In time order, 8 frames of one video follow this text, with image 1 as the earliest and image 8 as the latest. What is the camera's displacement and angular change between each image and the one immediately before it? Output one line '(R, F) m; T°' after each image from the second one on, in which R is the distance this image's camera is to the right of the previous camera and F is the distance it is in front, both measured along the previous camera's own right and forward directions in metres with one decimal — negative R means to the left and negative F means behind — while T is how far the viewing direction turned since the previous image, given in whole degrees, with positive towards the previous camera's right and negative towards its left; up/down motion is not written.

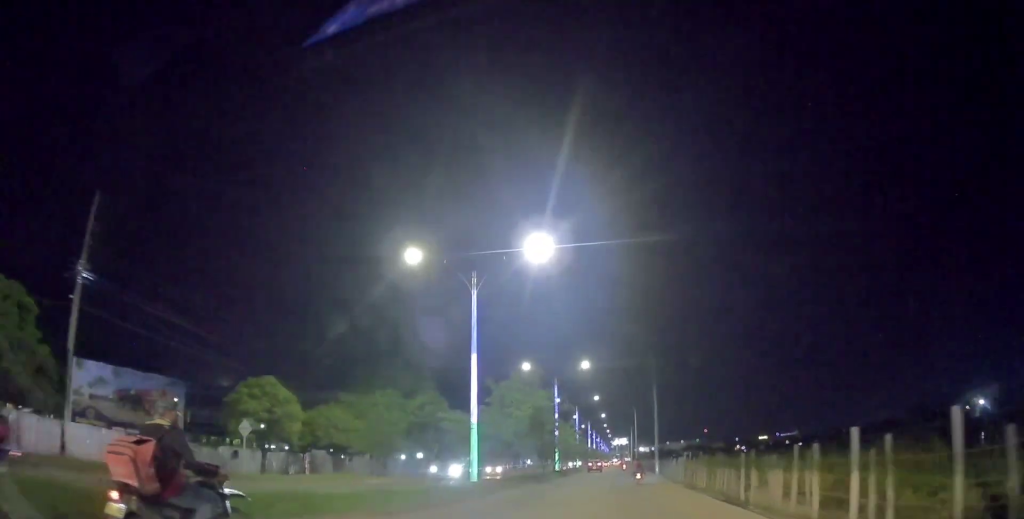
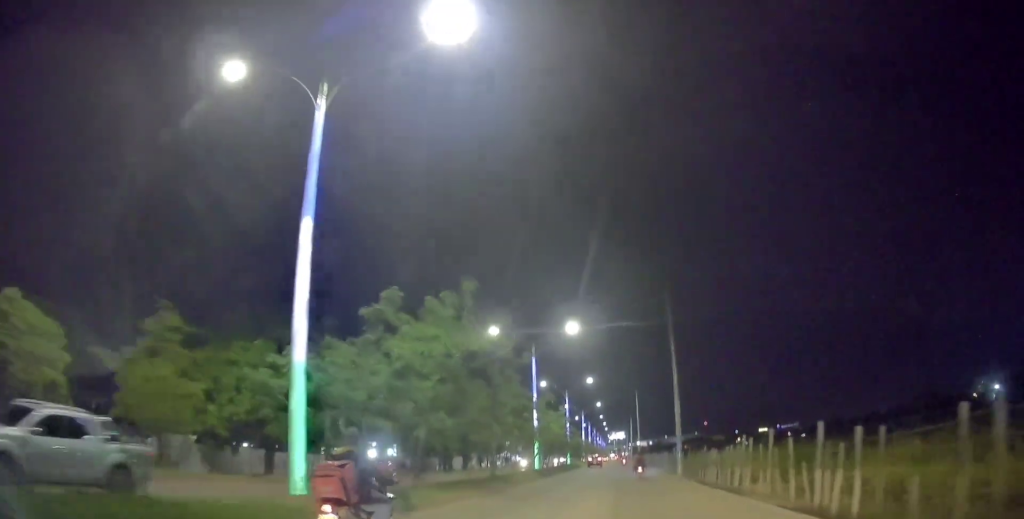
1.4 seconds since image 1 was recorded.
(+0.2, +15.6) m; -1°
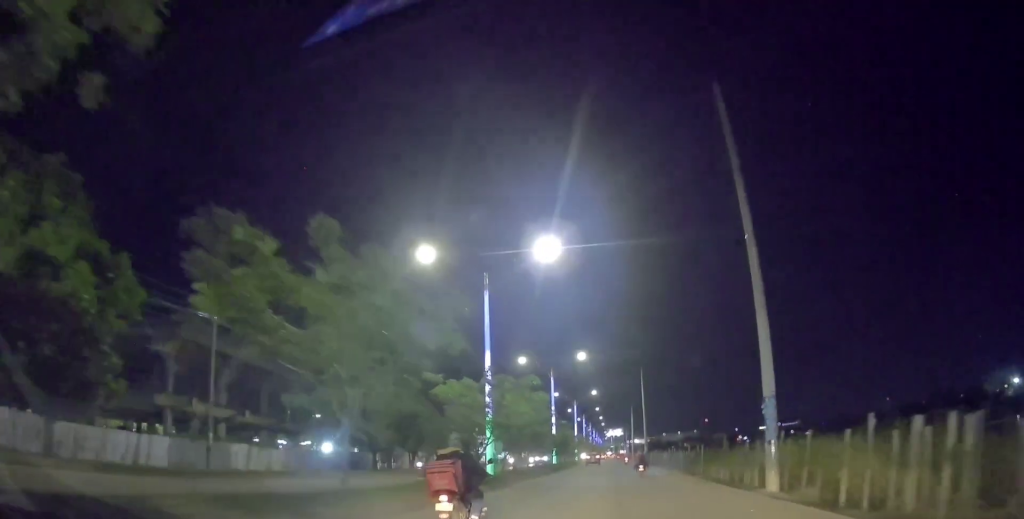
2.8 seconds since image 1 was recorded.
(-0.1, +17.3) m; 0°
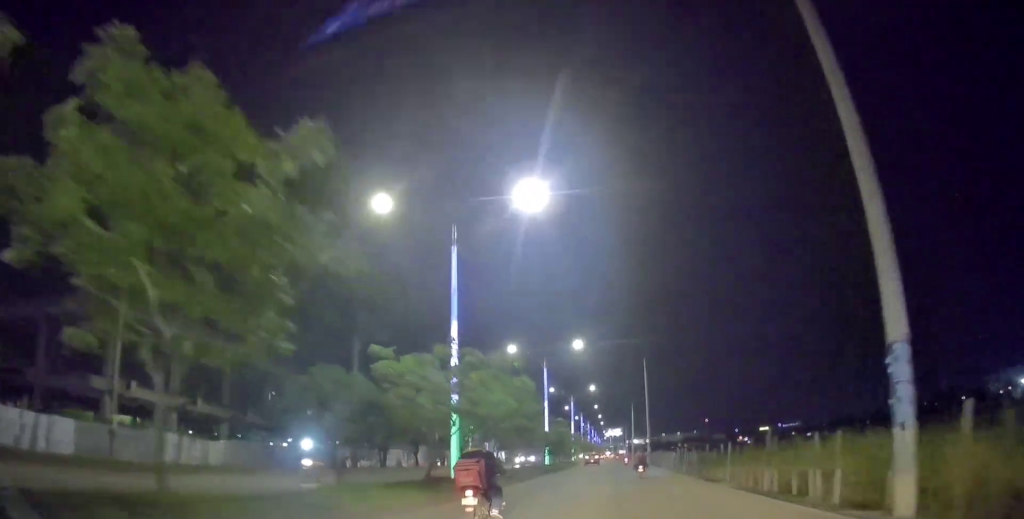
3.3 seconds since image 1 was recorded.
(+0.2, +6.3) m; 0°
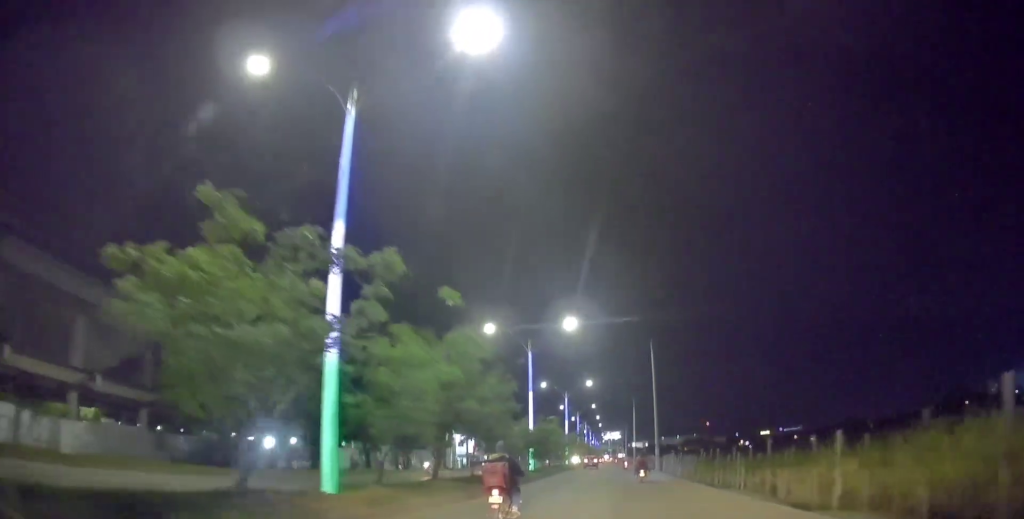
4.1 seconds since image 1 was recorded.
(-0.4, +10.2) m; -2°
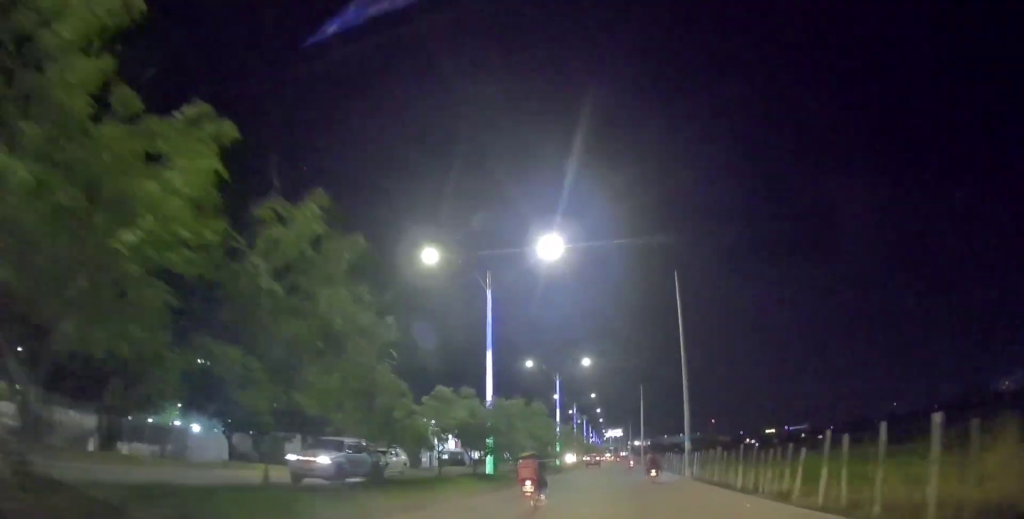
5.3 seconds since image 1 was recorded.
(+0.1, +16.1) m; +2°
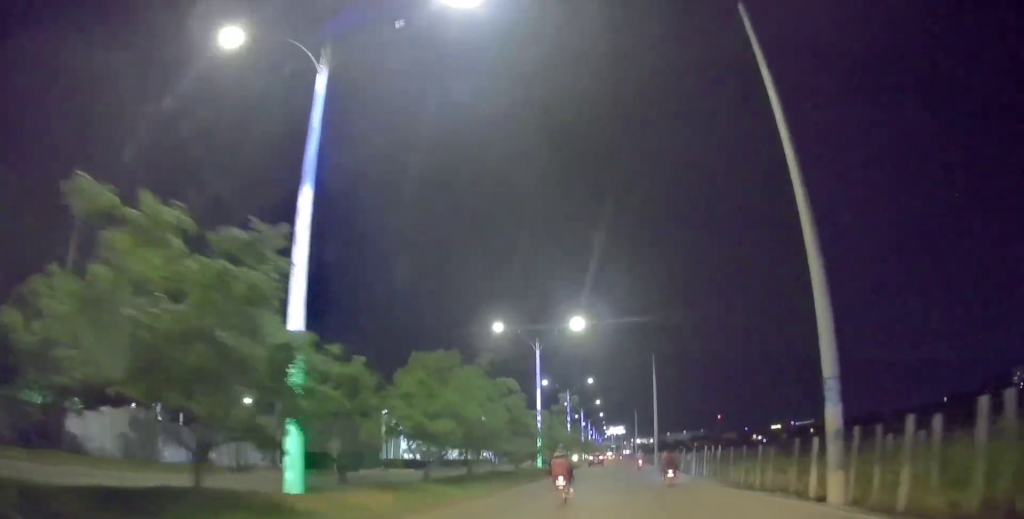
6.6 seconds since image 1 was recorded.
(+0.3, +17.8) m; 0°
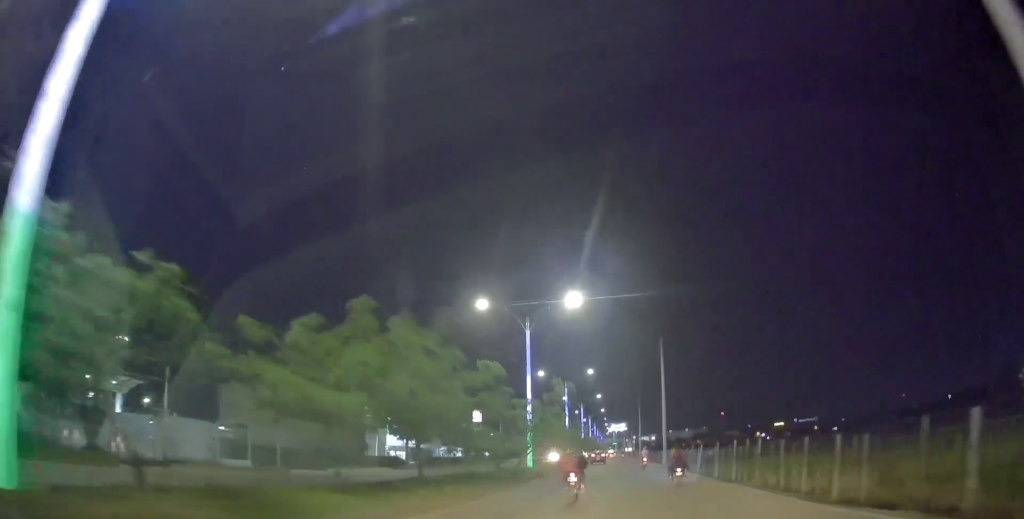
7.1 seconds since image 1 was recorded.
(-0.1, +6.2) m; -1°
